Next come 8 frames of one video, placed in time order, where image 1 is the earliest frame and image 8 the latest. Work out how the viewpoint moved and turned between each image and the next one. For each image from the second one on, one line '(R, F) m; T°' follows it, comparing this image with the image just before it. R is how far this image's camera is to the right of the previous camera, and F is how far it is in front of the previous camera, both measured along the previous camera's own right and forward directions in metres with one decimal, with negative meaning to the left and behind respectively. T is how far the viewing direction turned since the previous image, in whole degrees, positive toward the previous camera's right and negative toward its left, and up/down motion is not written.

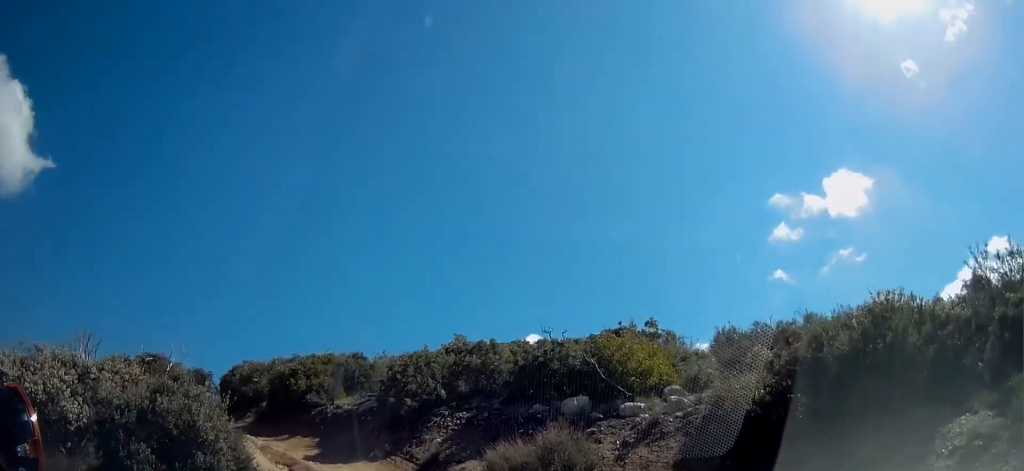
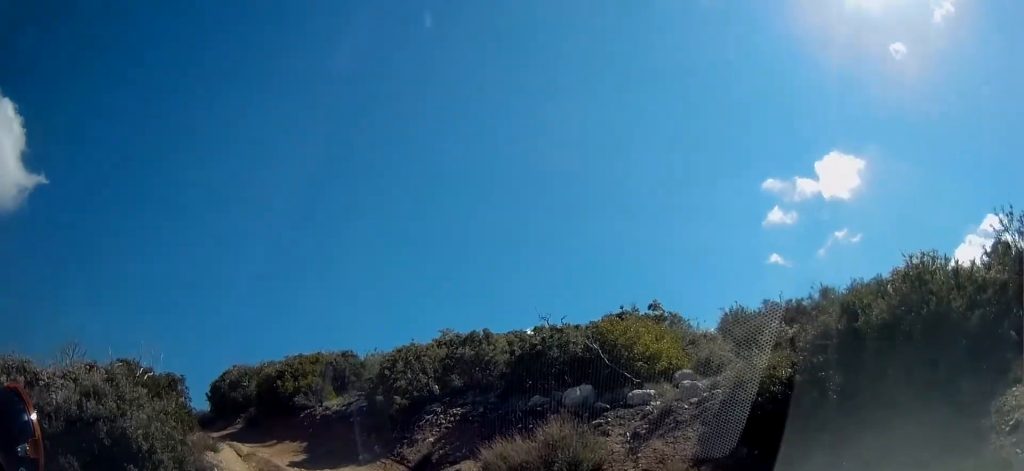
(-0.1, +1.1) m; -5°
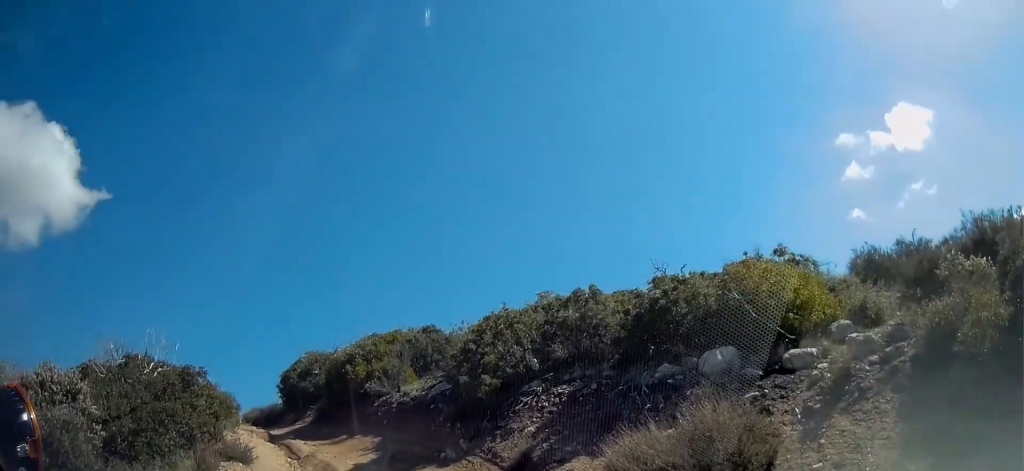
(+0.1, +3.1) m; -2°
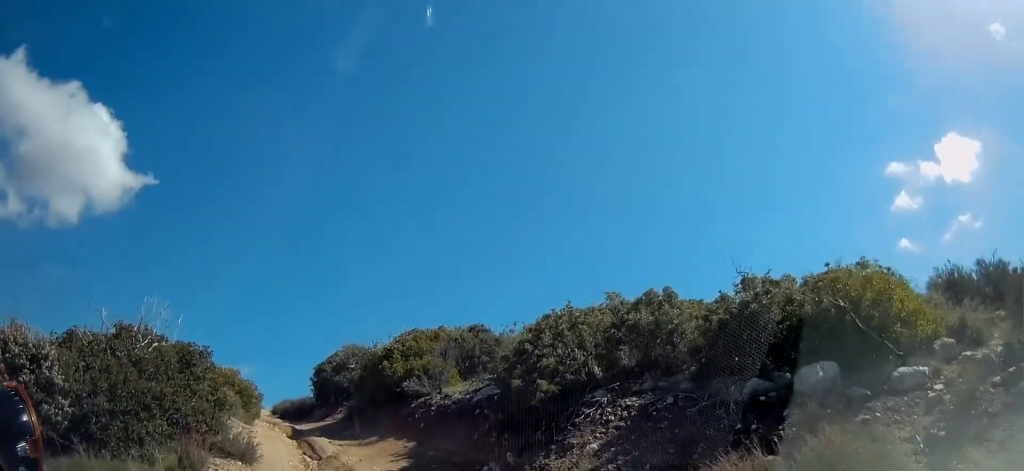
(-0.4, +1.4) m; +1°
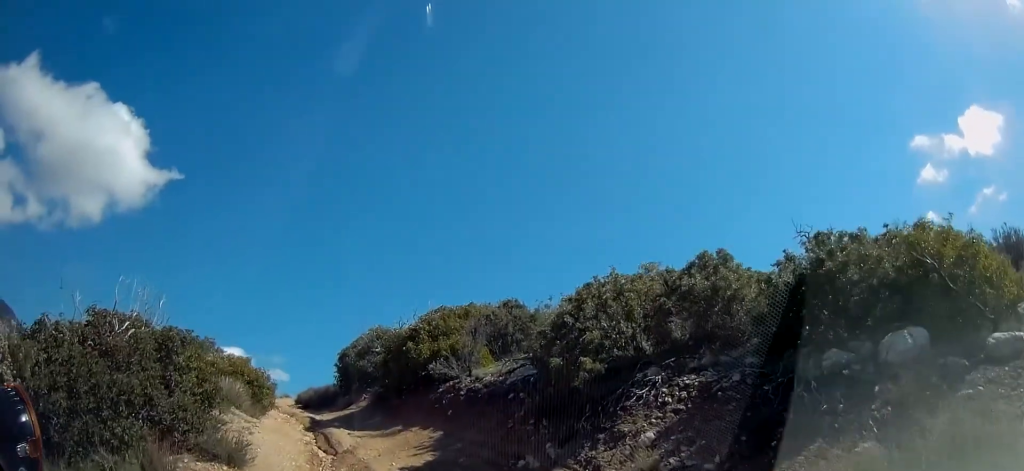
(-0.2, +1.1) m; +1°
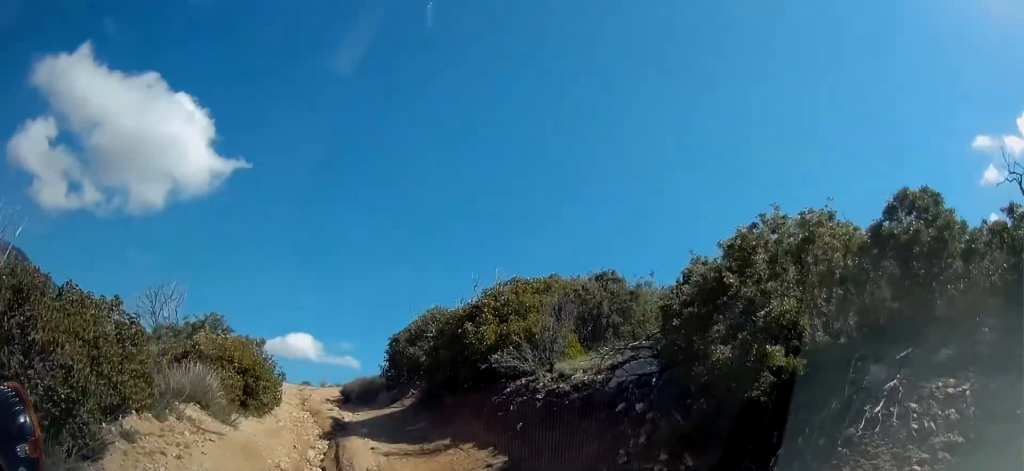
(+0.2, +3.5) m; -14°
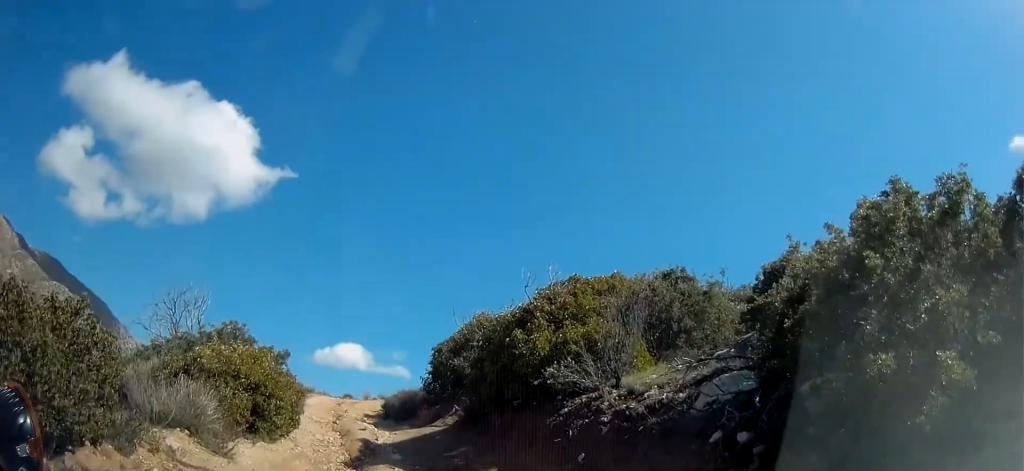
(-0.2, +1.7) m; -14°
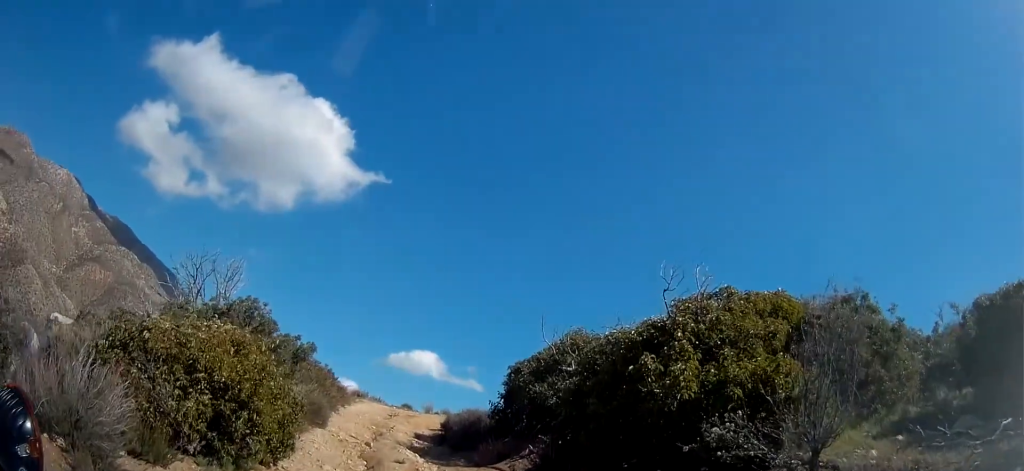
(-0.5, +3.9) m; -5°
